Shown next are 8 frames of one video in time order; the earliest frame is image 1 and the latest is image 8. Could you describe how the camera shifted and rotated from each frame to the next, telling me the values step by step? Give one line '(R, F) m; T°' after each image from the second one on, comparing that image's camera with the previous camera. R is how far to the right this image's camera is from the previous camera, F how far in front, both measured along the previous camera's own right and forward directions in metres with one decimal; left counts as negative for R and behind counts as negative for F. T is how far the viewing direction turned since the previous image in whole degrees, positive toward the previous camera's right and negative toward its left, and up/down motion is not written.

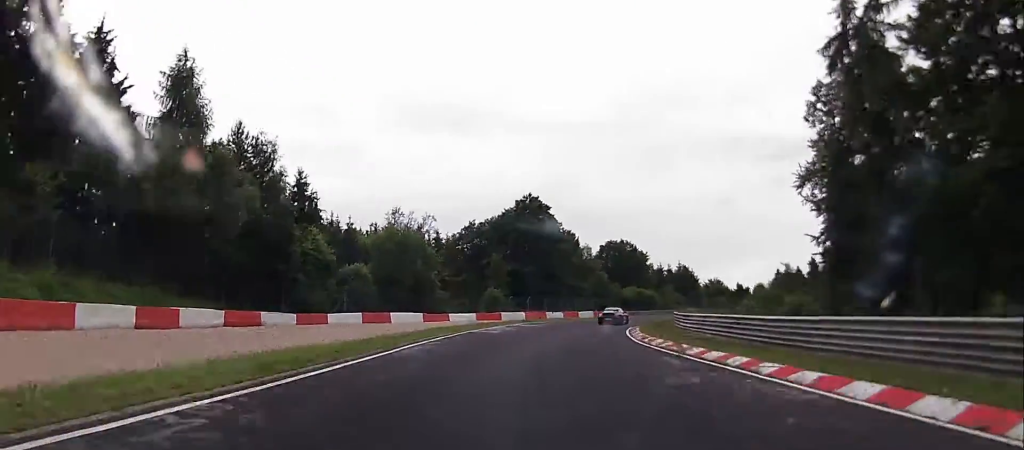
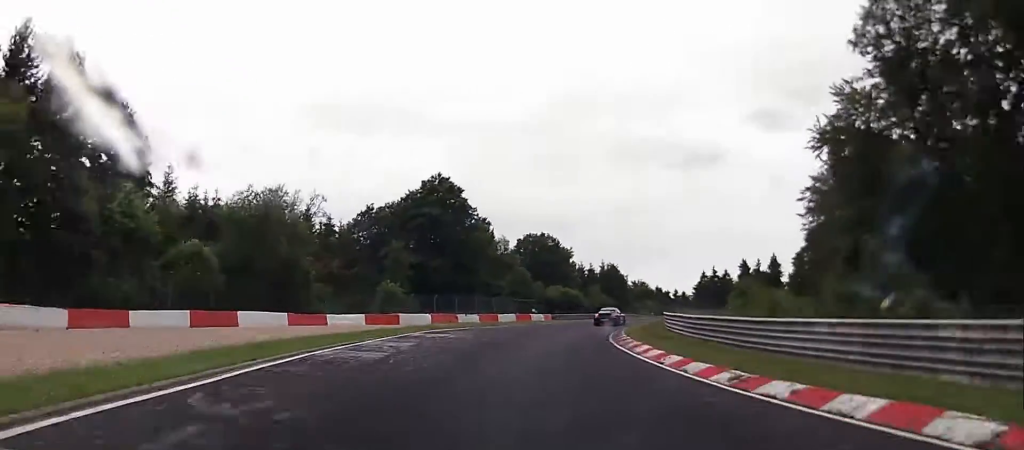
(+0.8, +18.2) m; +8°
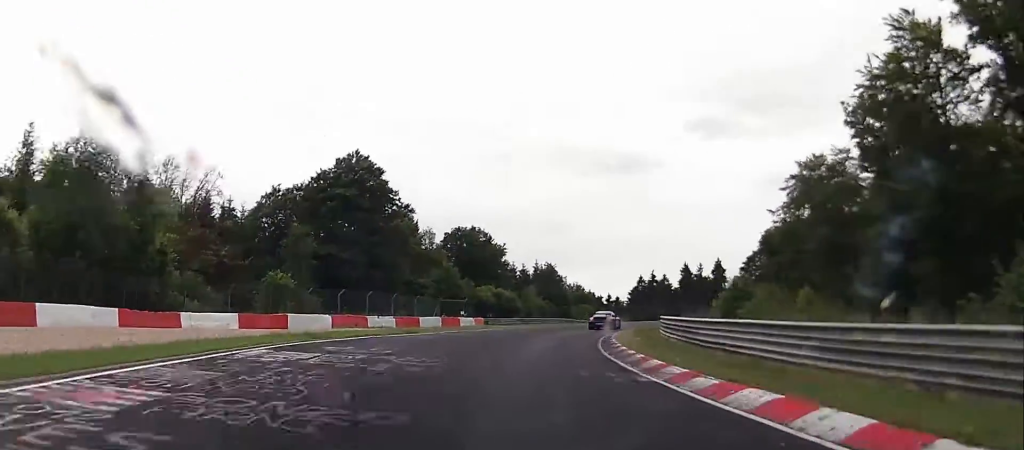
(+1.3, +13.6) m; +5°
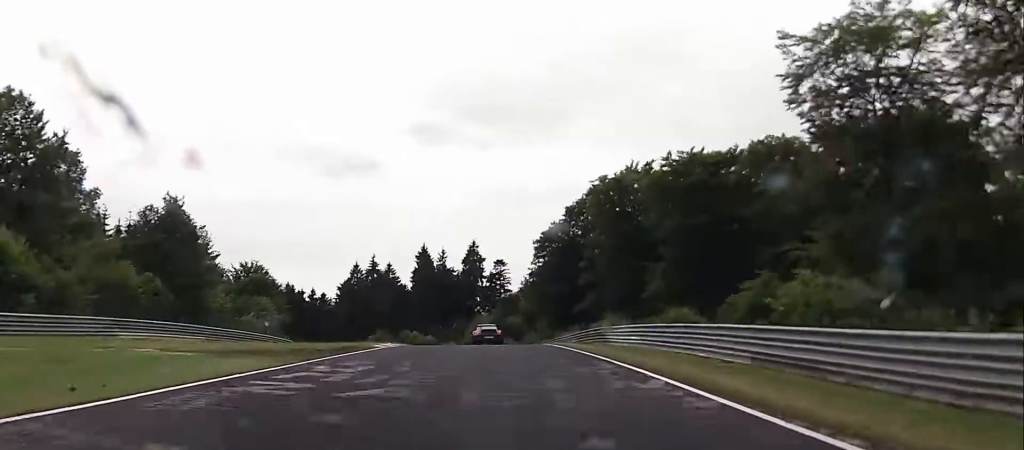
(+13.5, +65.1) m; +19°
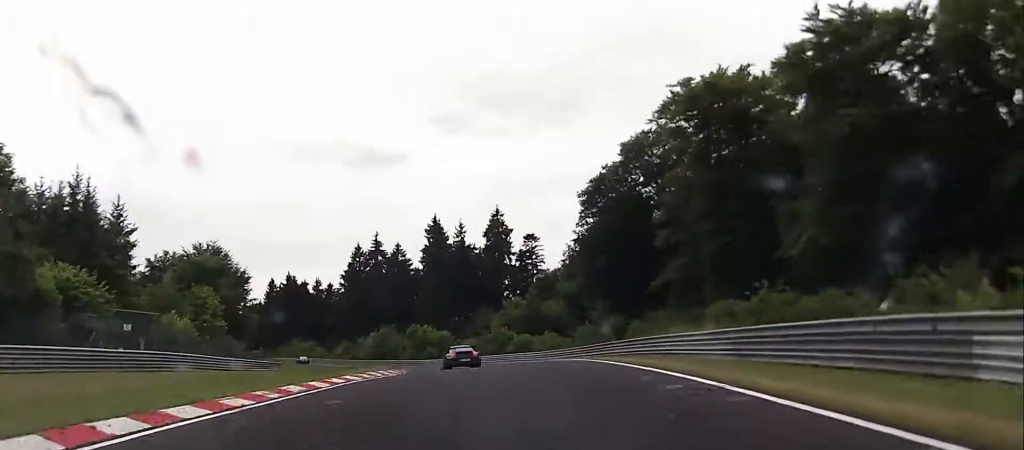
(+1.2, +27.4) m; -1°
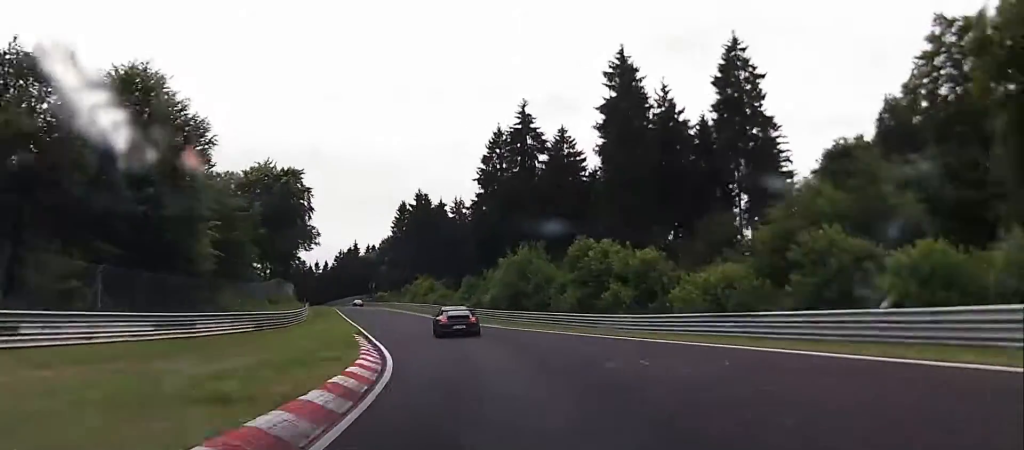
(-6.6, +50.7) m; -18°
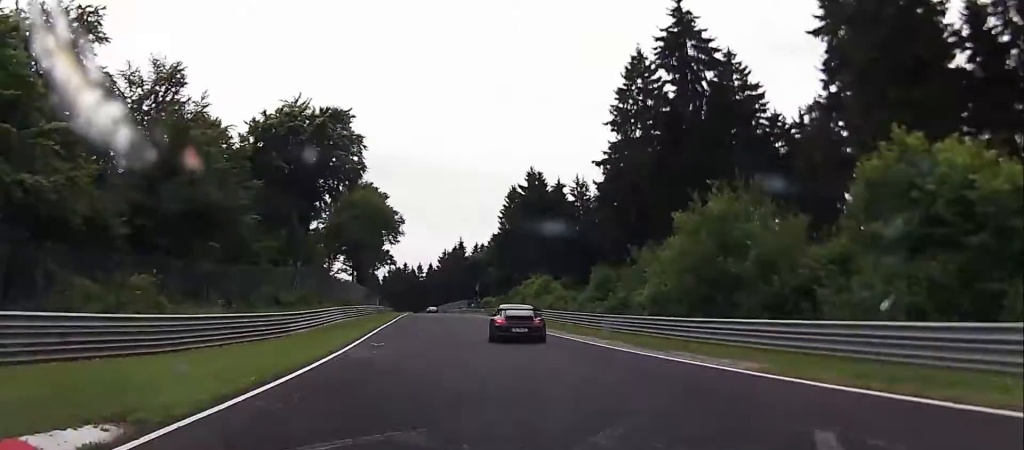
(-3.0, +28.2) m; -9°
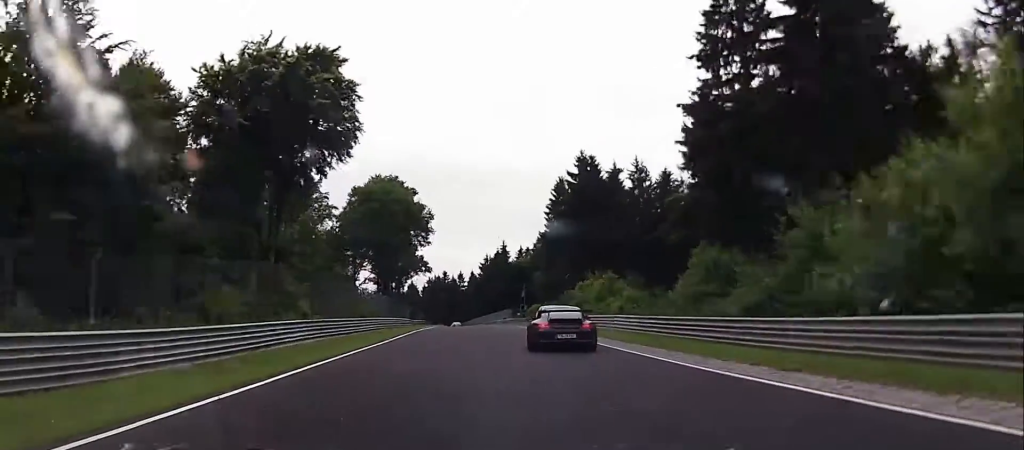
(-0.7, +17.3) m; -4°
